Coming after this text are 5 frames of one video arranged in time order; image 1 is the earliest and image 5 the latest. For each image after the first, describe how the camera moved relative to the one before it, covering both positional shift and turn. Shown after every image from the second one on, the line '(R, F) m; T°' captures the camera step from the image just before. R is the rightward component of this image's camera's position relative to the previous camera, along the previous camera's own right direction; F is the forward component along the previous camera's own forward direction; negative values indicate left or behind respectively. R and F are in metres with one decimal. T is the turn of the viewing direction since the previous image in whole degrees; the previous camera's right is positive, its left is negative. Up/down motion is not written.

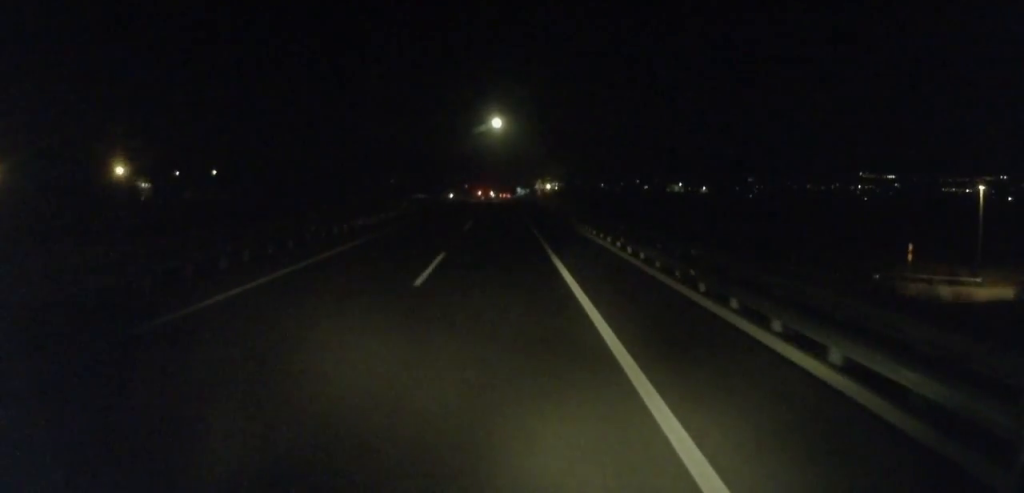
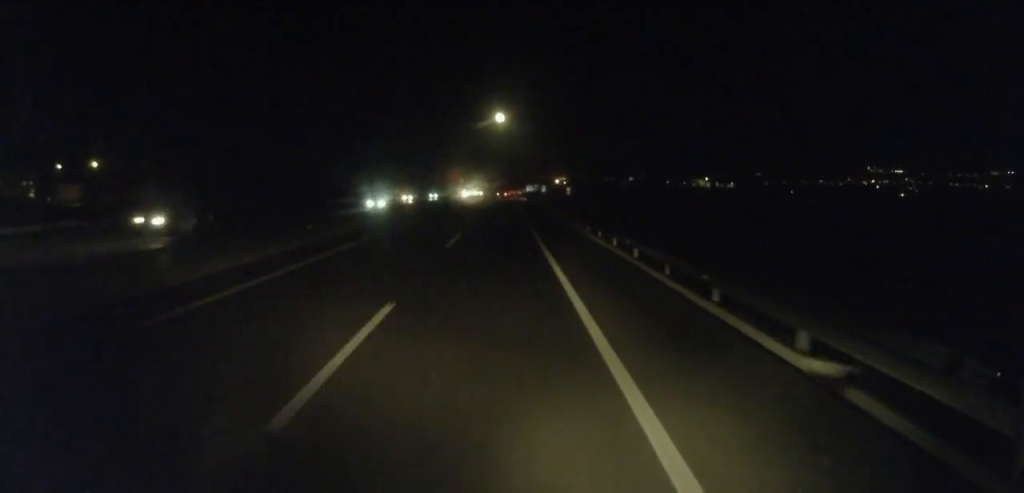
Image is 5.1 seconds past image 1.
(+1.0, +96.6) m; 0°
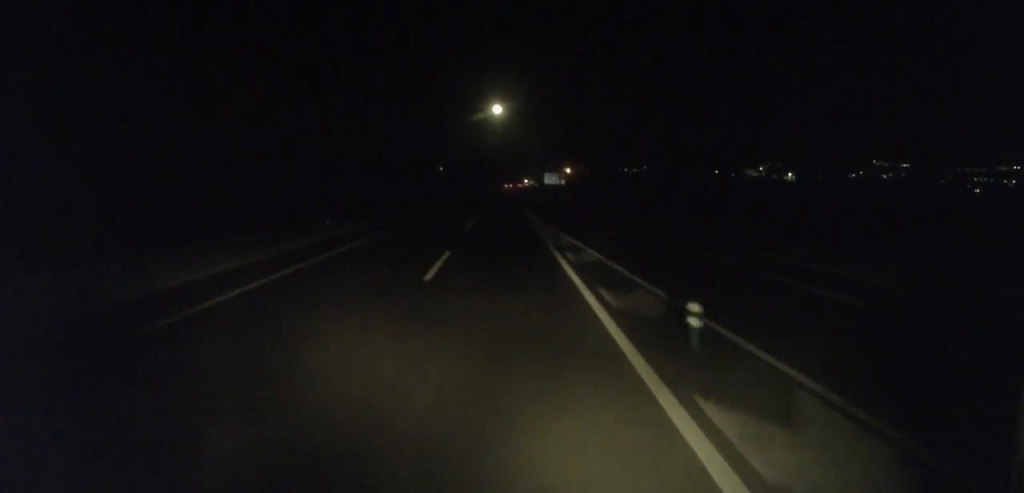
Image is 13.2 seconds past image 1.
(-0.3, +163.1) m; +1°
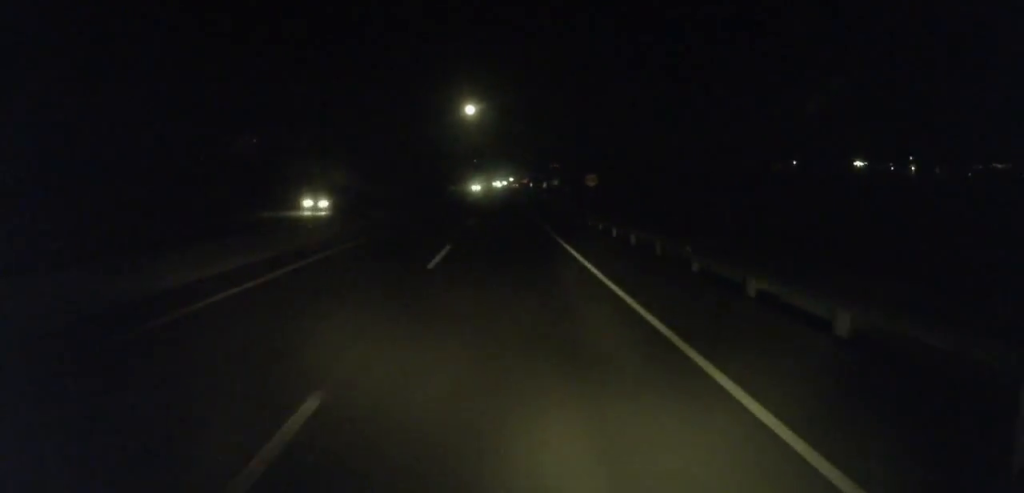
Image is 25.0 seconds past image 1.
(+4.1, +258.1) m; +1°
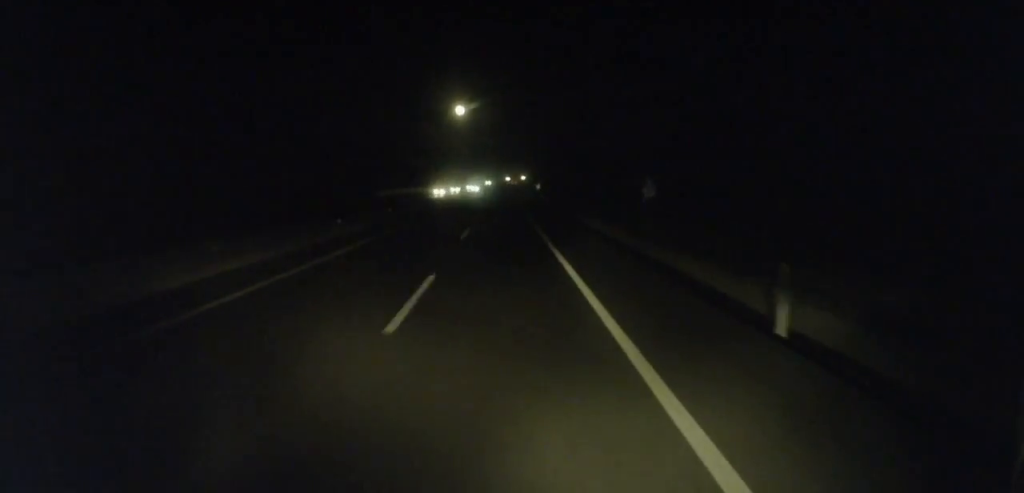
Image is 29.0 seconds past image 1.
(+0.6, +92.1) m; +1°
